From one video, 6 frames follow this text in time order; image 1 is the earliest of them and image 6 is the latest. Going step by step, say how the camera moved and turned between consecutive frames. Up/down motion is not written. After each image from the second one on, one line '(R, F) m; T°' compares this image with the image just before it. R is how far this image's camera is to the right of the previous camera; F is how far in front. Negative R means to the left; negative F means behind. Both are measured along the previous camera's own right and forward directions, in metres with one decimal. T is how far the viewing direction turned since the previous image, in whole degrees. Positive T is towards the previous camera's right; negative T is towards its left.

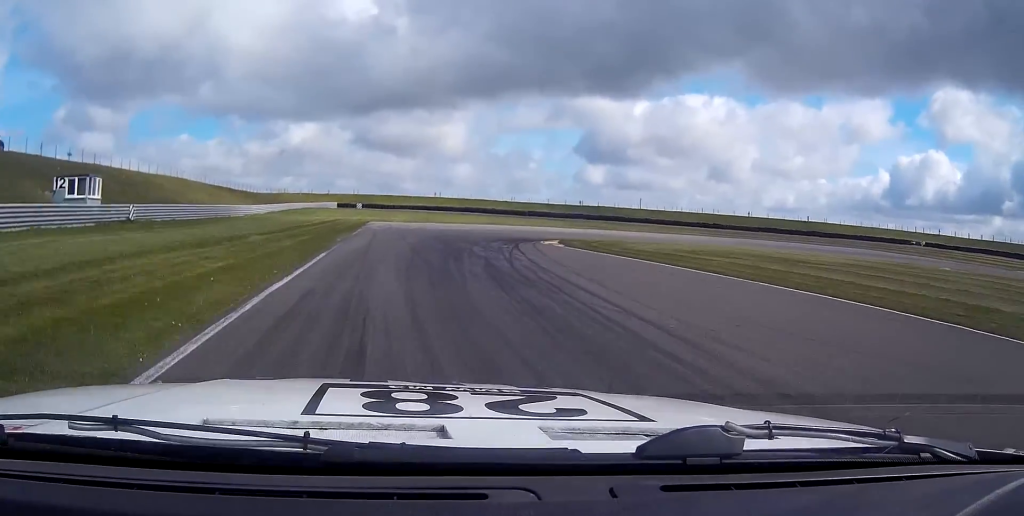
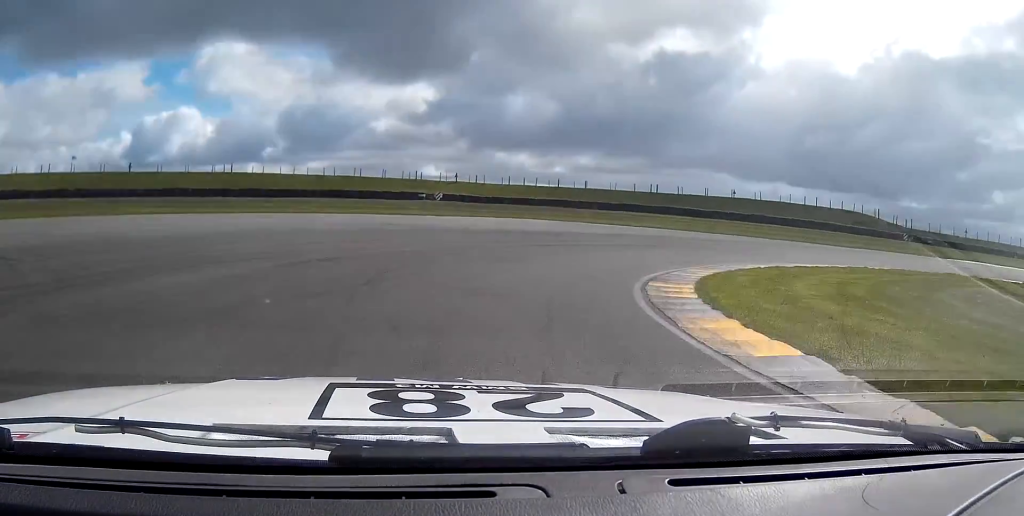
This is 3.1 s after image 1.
(+15.4, +60.9) m; +67°
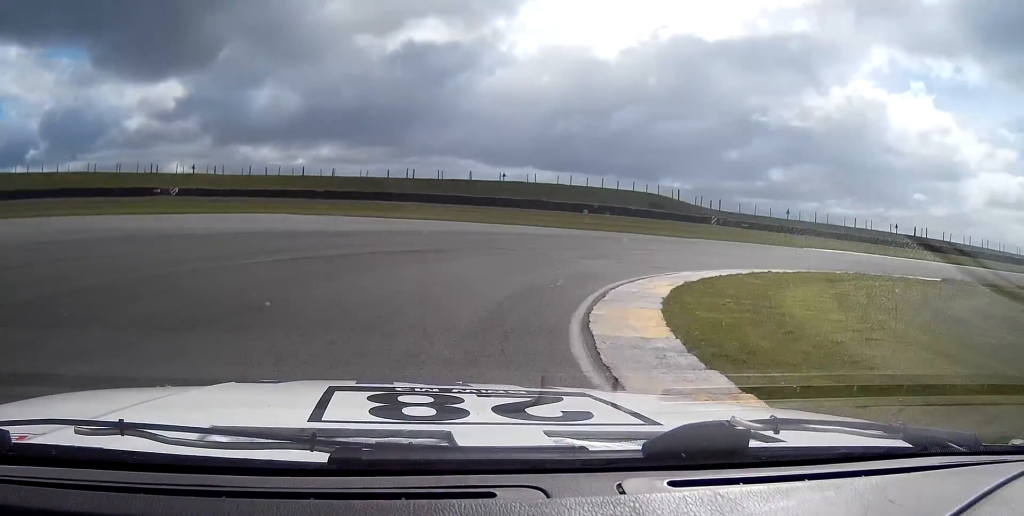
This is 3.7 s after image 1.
(+3.0, +8.7) m; +17°
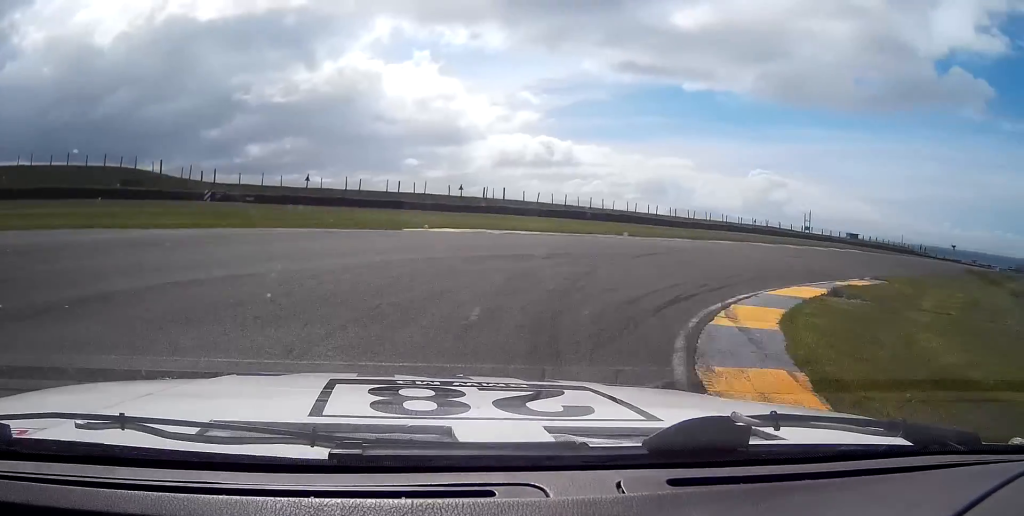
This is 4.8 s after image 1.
(+2.1, +19.2) m; +34°
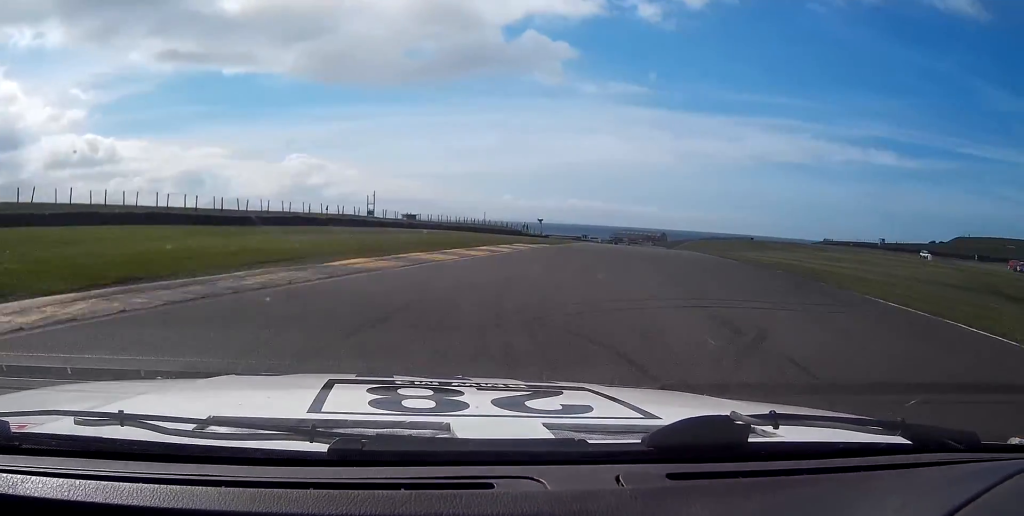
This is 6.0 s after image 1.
(+11.2, +21.1) m; +39°
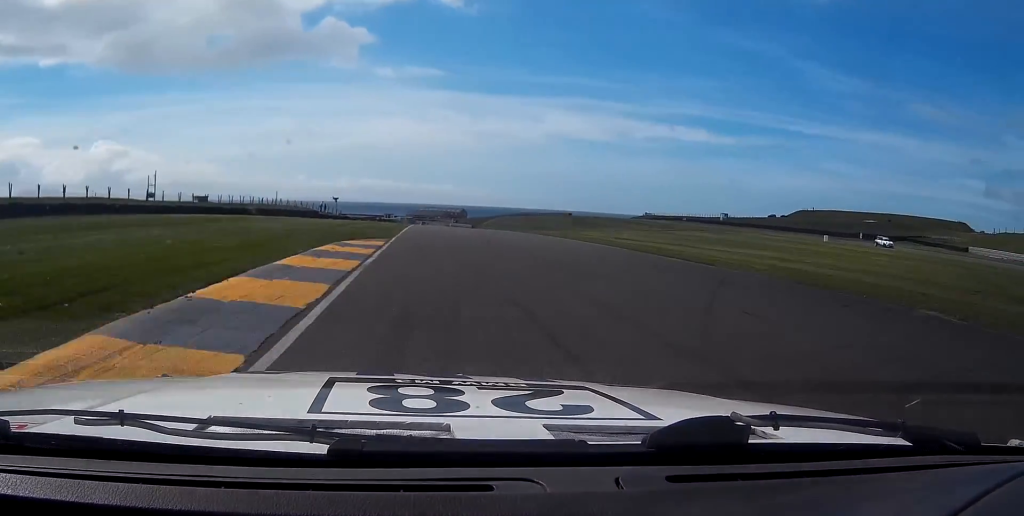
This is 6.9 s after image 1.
(+3.2, +21.3) m; +14°
